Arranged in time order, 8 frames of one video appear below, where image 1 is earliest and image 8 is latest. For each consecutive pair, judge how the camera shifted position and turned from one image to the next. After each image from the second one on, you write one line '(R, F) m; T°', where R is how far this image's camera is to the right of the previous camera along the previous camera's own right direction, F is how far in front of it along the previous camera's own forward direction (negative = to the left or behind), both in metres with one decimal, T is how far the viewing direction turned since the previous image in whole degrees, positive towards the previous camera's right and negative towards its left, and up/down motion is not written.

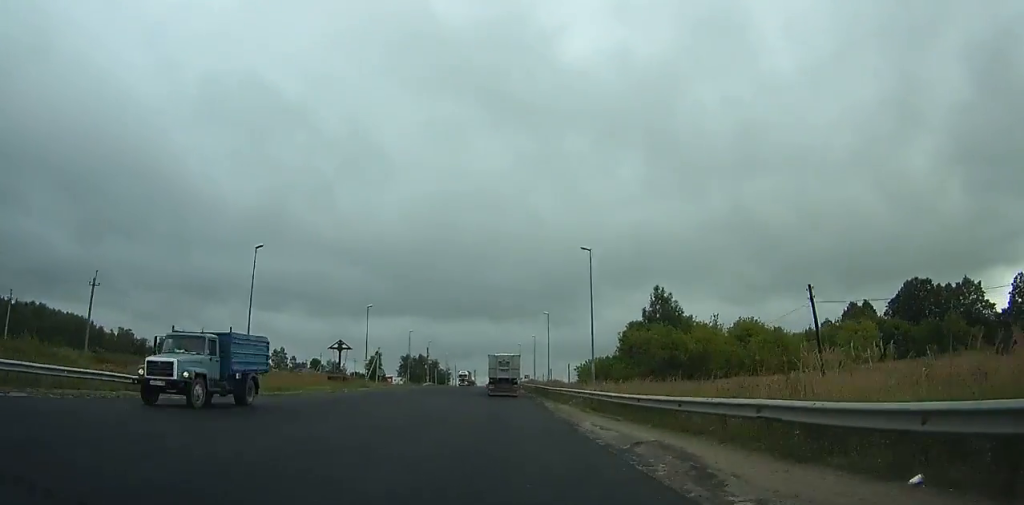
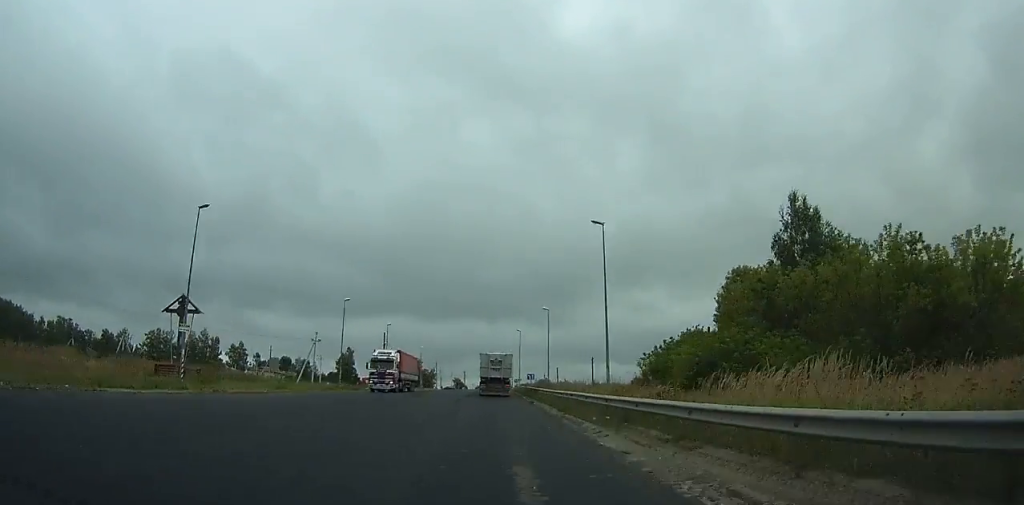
(+0.5, +42.4) m; +1°
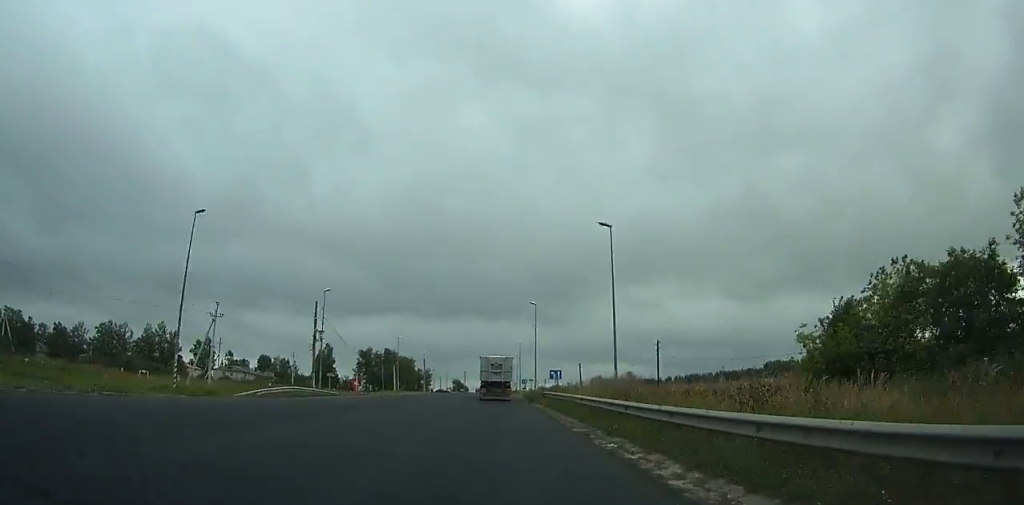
(+0.1, +35.6) m; 0°
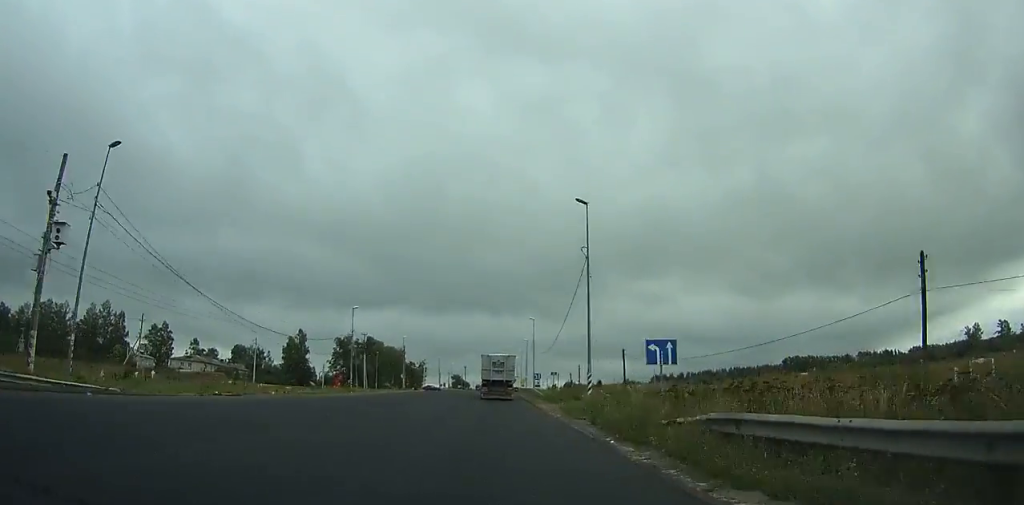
(0.0, +35.7) m; 0°
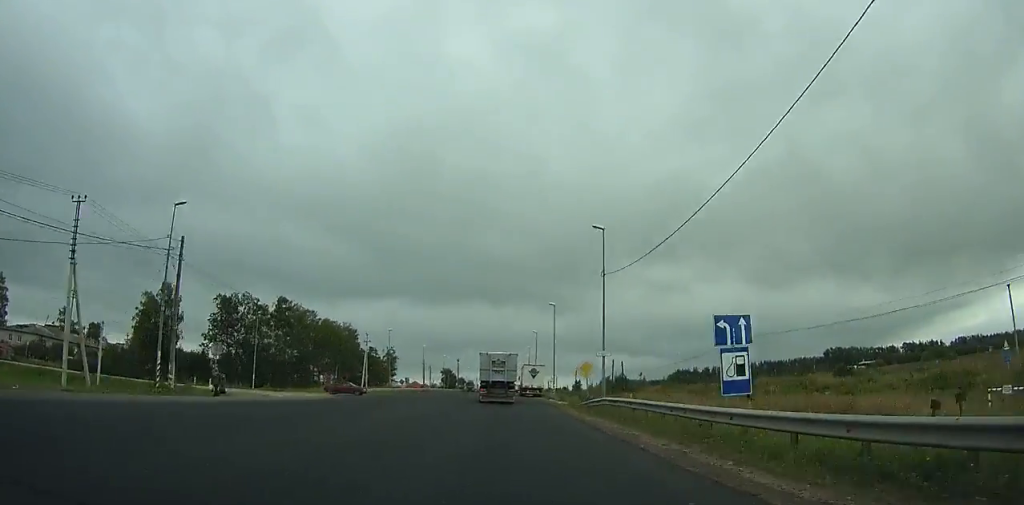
(-0.2, +79.7) m; 0°
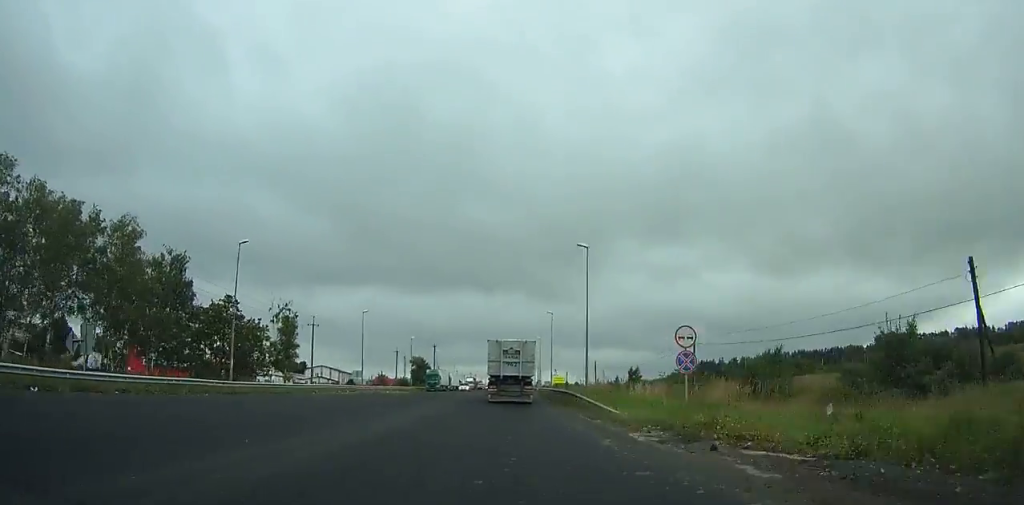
(+0.5, +89.4) m; +1°
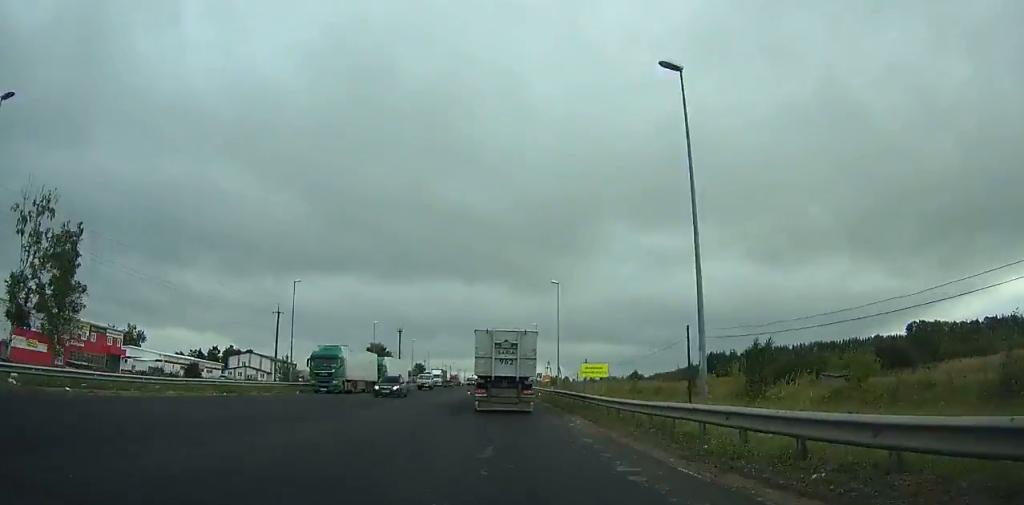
(+0.5, +54.6) m; +1°
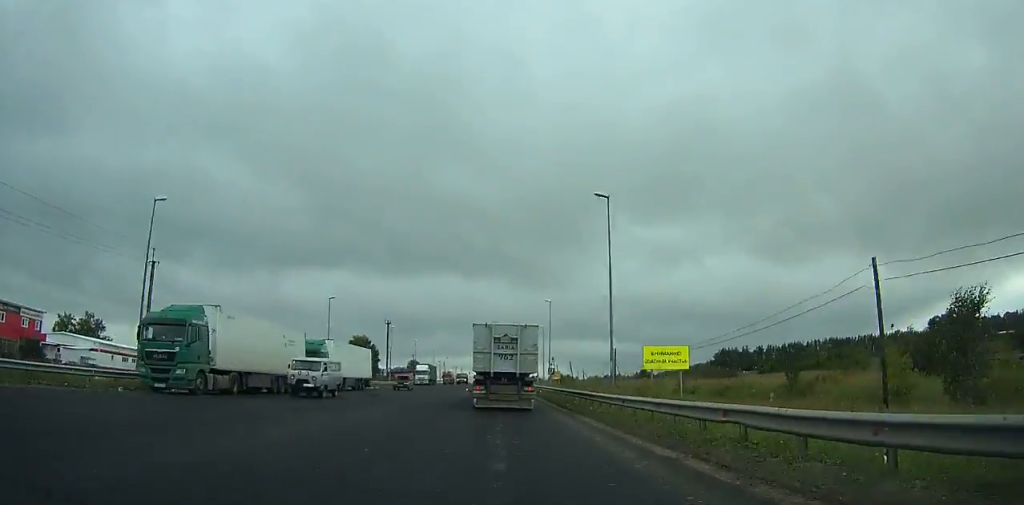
(+0.1, +25.1) m; 0°
